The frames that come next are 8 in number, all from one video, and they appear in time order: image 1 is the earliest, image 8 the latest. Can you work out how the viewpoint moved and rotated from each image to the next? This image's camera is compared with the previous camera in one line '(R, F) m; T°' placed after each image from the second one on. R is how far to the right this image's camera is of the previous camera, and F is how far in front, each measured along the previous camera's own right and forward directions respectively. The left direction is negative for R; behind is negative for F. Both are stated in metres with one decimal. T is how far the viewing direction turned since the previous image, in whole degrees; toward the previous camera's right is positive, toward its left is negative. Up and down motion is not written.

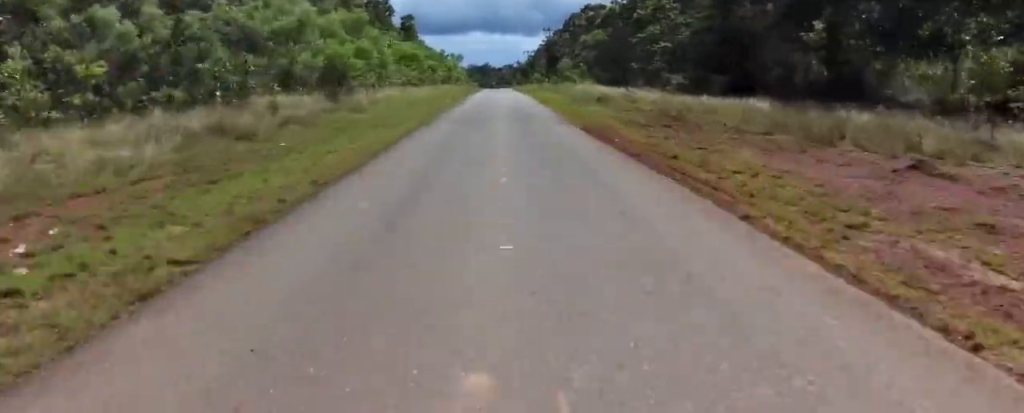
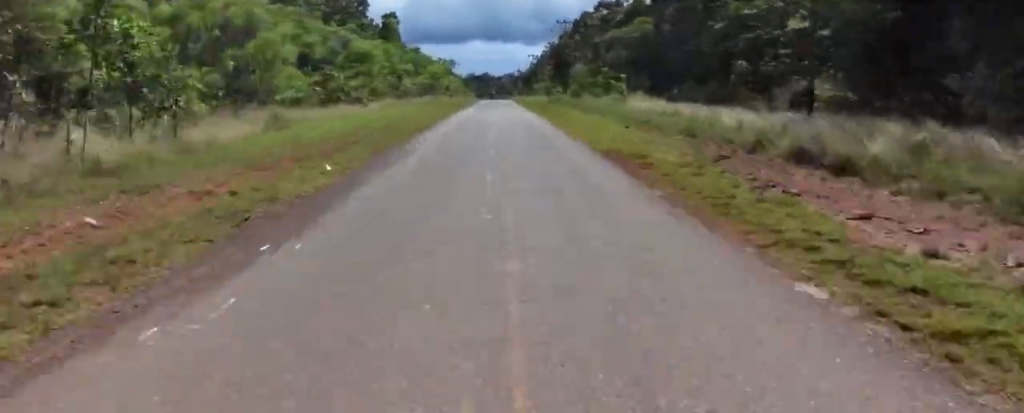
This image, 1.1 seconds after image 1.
(-0.7, +23.4) m; -2°
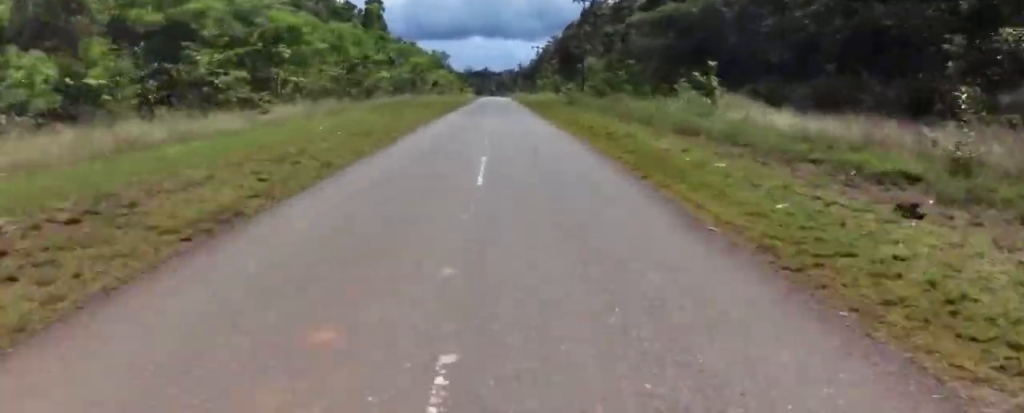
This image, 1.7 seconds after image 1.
(0.0, +14.6) m; 0°
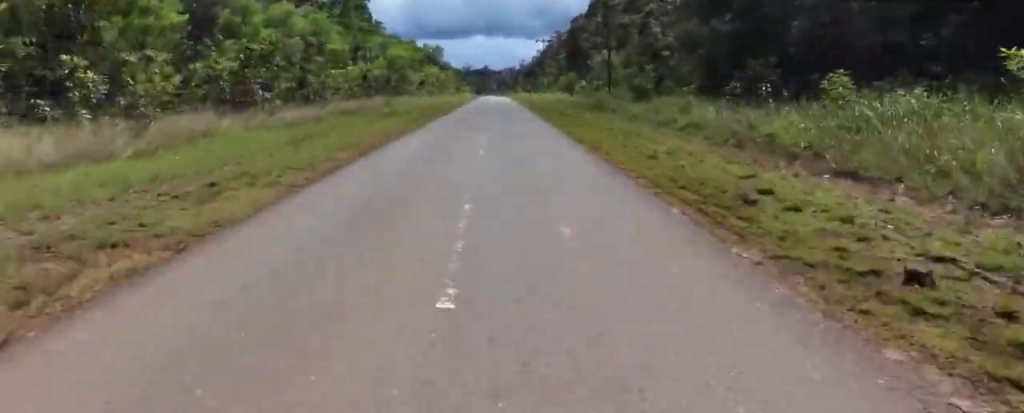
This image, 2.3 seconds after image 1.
(-0.1, +12.6) m; +2°
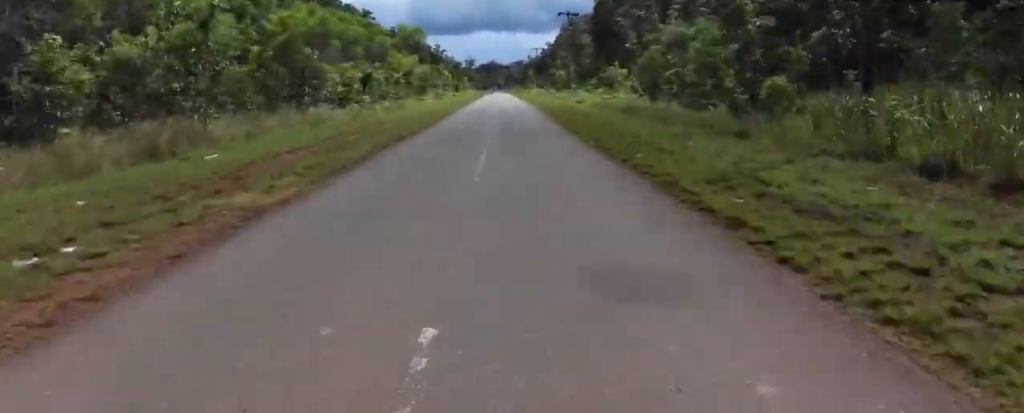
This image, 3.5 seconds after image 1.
(+1.0, +27.4) m; +1°
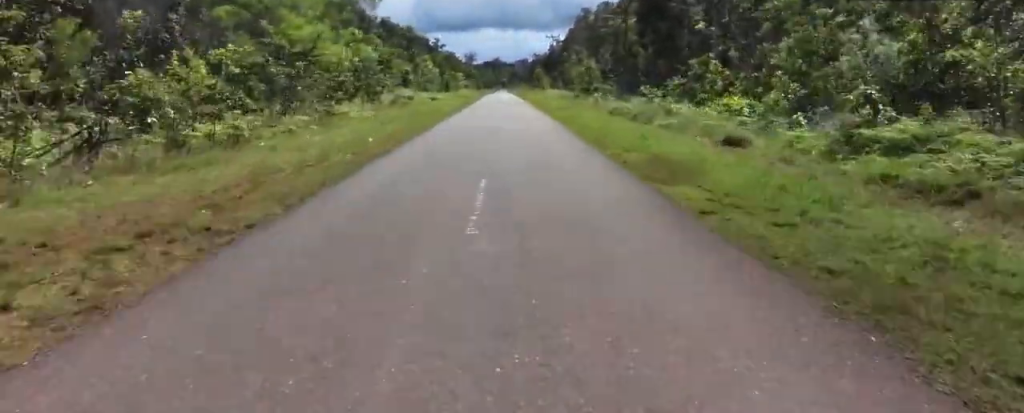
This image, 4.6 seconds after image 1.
(-0.9, +27.0) m; -2°
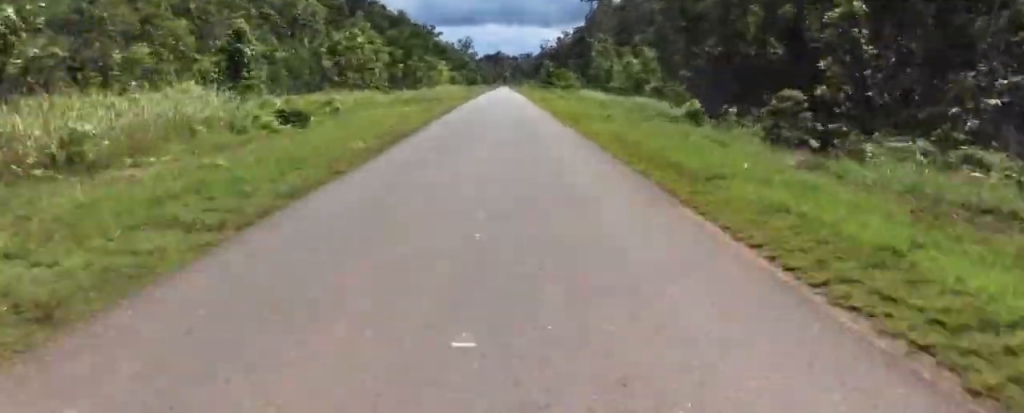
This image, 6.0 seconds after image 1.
(+0.7, +33.7) m; +2°
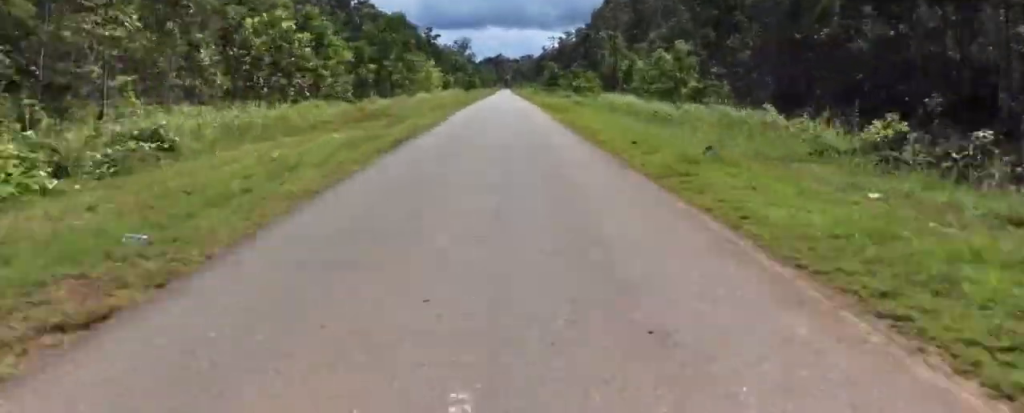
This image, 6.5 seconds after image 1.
(+0.5, +12.1) m; 0°
